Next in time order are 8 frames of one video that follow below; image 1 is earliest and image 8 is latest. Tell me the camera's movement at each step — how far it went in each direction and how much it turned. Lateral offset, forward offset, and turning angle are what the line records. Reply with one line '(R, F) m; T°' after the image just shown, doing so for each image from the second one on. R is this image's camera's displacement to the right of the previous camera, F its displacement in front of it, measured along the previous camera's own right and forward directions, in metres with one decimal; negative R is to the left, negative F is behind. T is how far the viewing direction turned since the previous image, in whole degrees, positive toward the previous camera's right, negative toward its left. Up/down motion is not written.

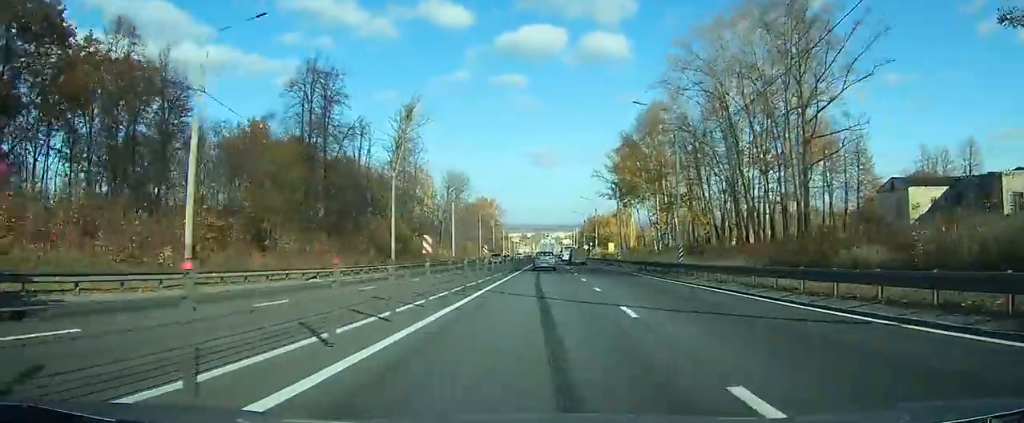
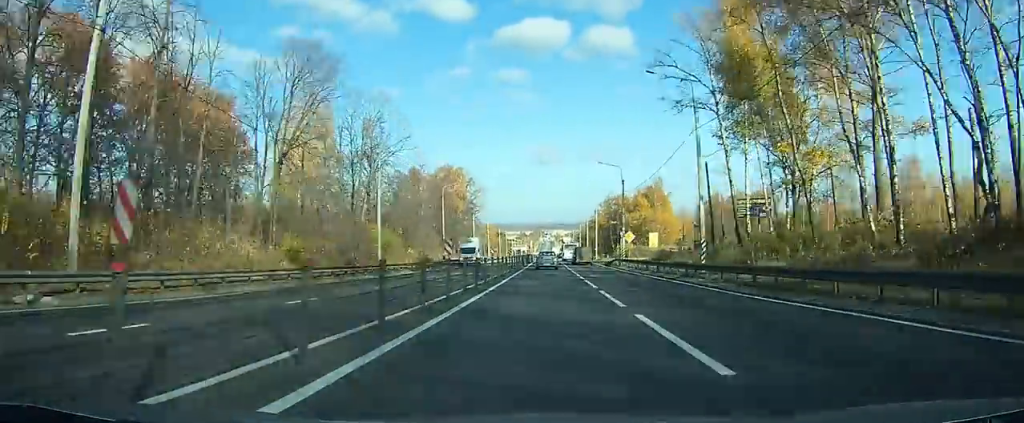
(-0.2, +66.6) m; 0°
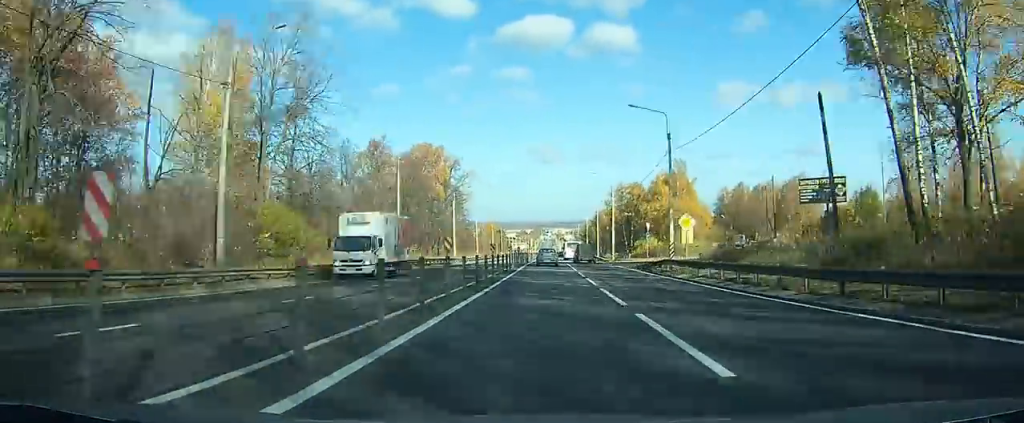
(0.0, +23.0) m; 0°
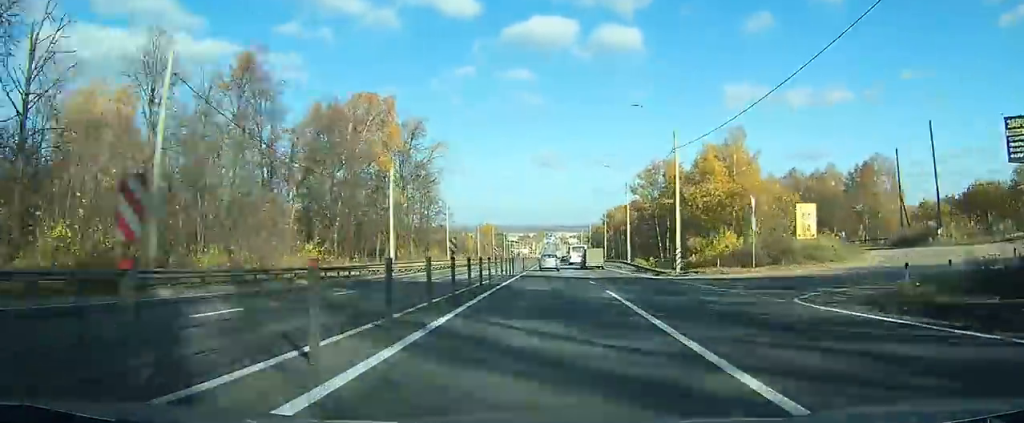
(+0.1, +37.1) m; 0°
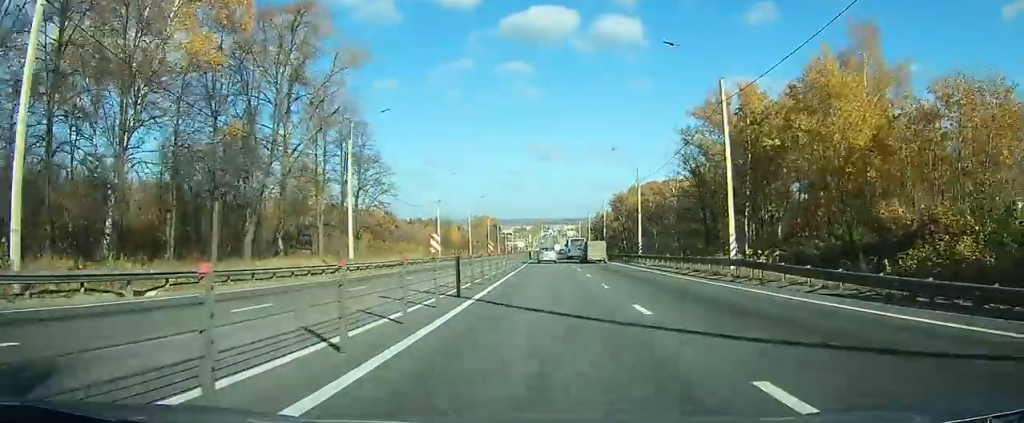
(-0.2, +39.8) m; 0°
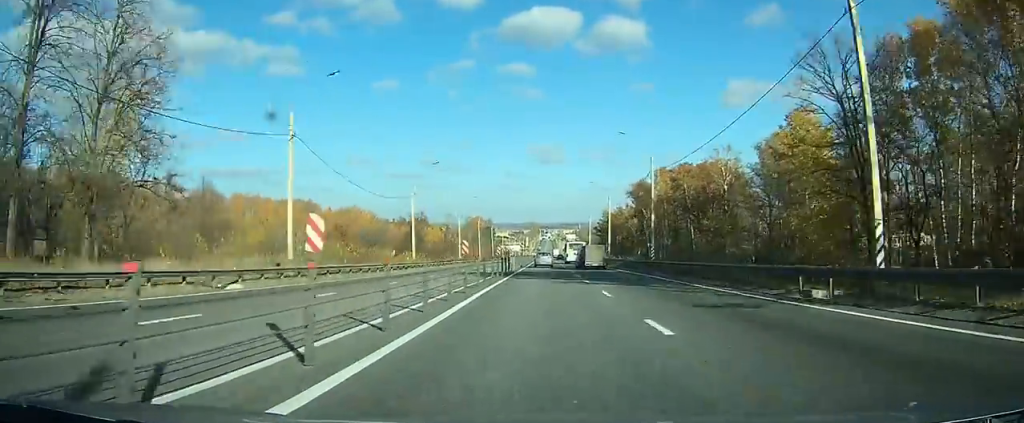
(-0.1, +42.6) m; 0°
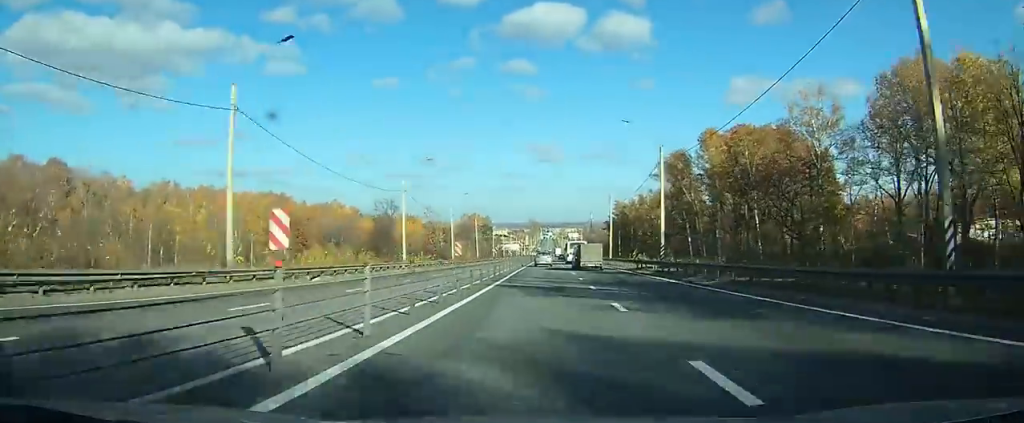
(+0.1, +34.9) m; 0°
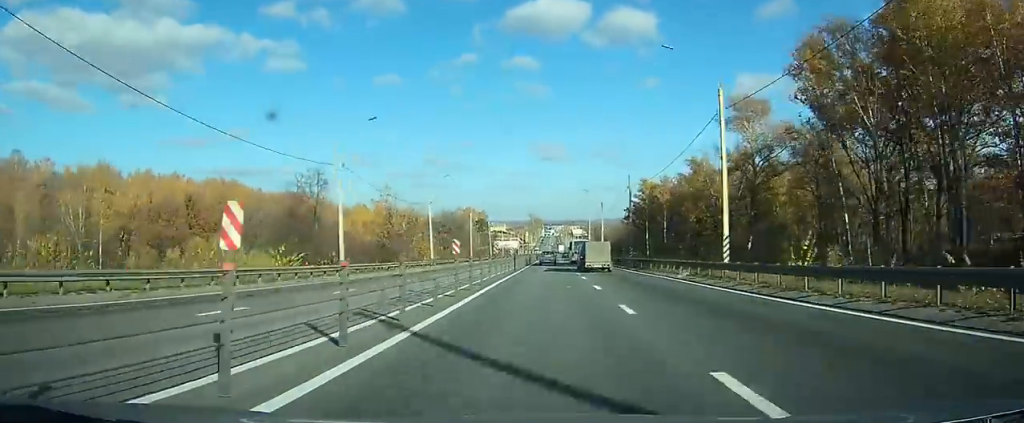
(+0.1, +47.6) m; 0°
